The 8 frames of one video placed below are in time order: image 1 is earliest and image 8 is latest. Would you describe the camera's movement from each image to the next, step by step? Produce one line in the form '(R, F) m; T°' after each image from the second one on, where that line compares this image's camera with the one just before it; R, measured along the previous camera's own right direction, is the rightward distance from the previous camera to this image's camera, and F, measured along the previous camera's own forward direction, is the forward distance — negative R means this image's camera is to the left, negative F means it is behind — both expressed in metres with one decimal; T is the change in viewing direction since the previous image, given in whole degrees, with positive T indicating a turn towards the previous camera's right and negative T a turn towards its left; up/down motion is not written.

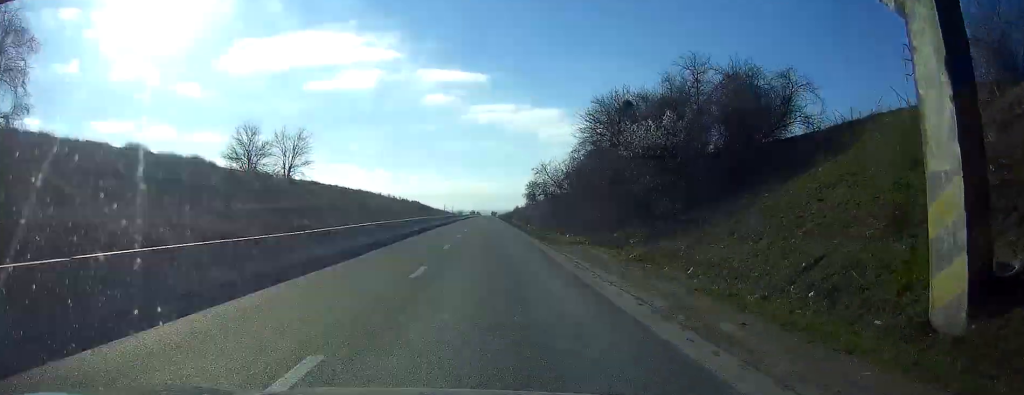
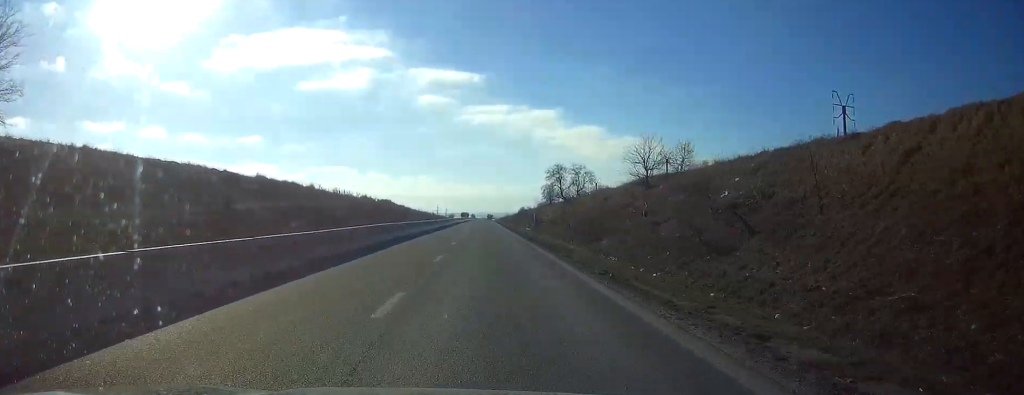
(+0.4, +65.3) m; 0°
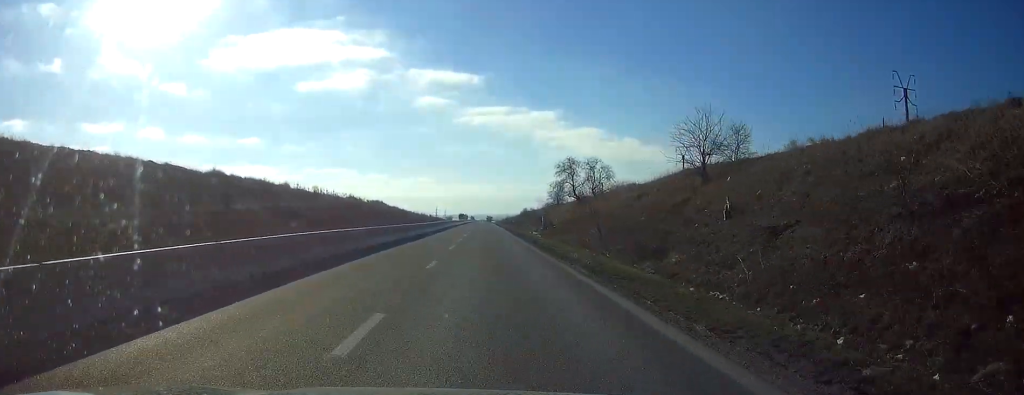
(0.0, +14.5) m; 0°
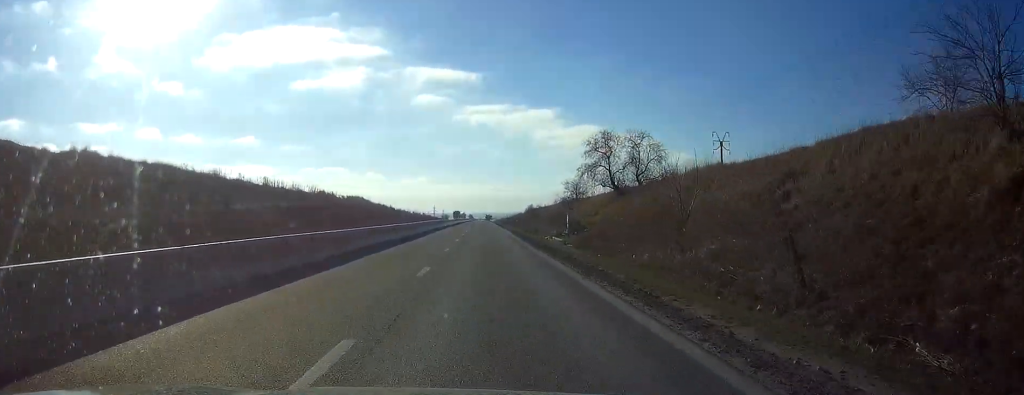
(0.0, +25.9) m; 0°
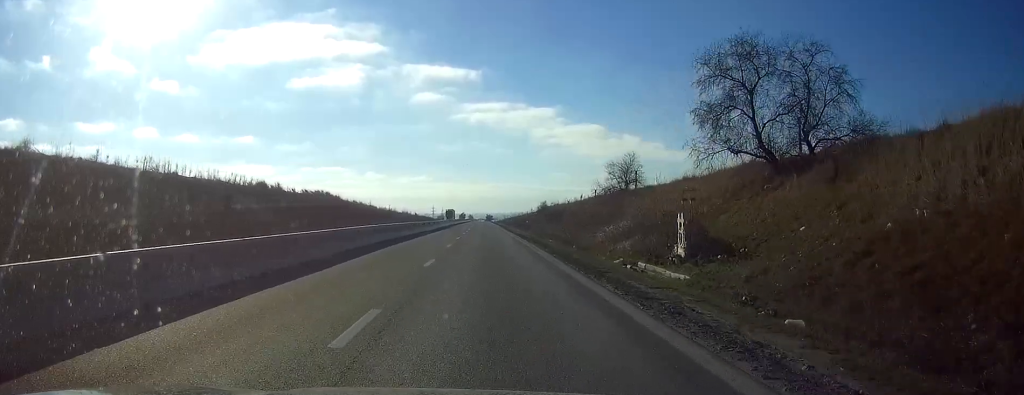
(0.0, +33.0) m; 0°
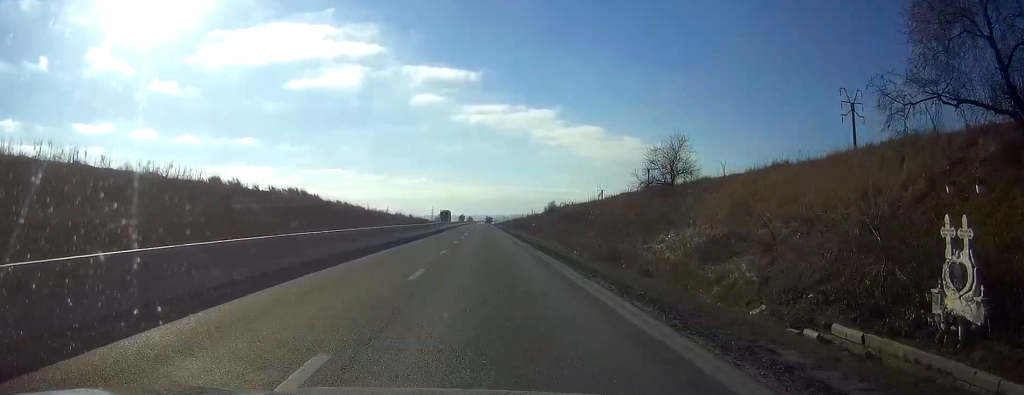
(0.0, +15.4) m; 0°
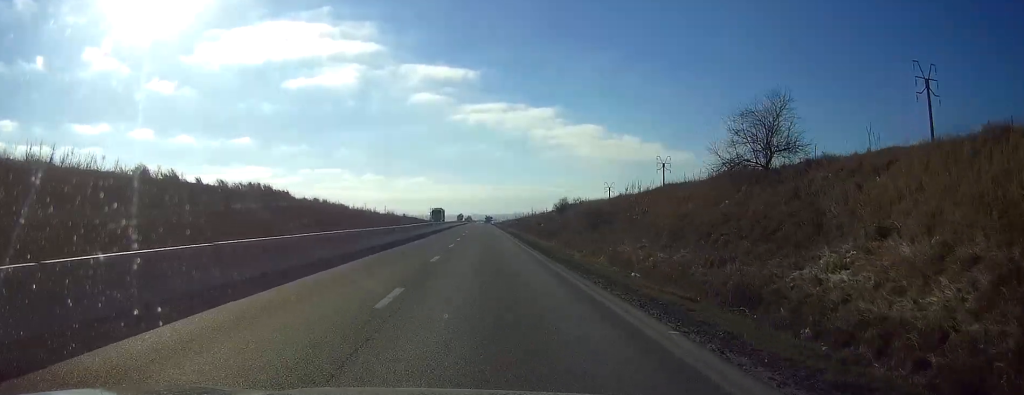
(0.0, +16.4) m; 0°
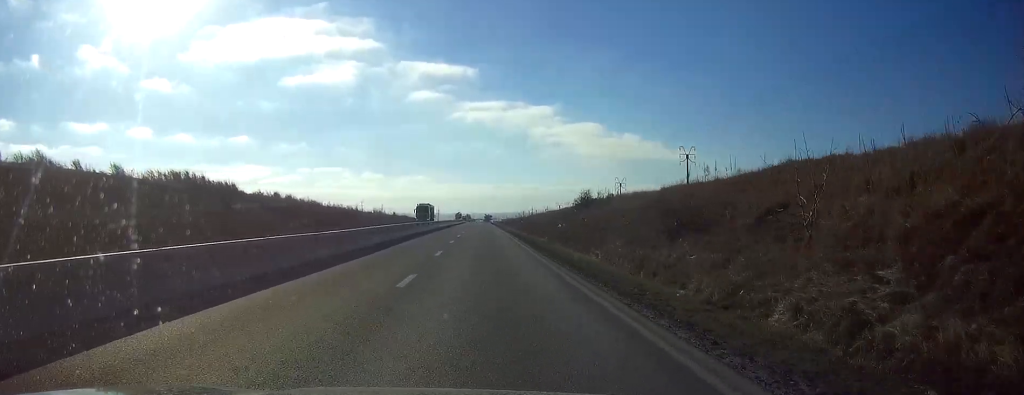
(0.0, +20.6) m; 0°
